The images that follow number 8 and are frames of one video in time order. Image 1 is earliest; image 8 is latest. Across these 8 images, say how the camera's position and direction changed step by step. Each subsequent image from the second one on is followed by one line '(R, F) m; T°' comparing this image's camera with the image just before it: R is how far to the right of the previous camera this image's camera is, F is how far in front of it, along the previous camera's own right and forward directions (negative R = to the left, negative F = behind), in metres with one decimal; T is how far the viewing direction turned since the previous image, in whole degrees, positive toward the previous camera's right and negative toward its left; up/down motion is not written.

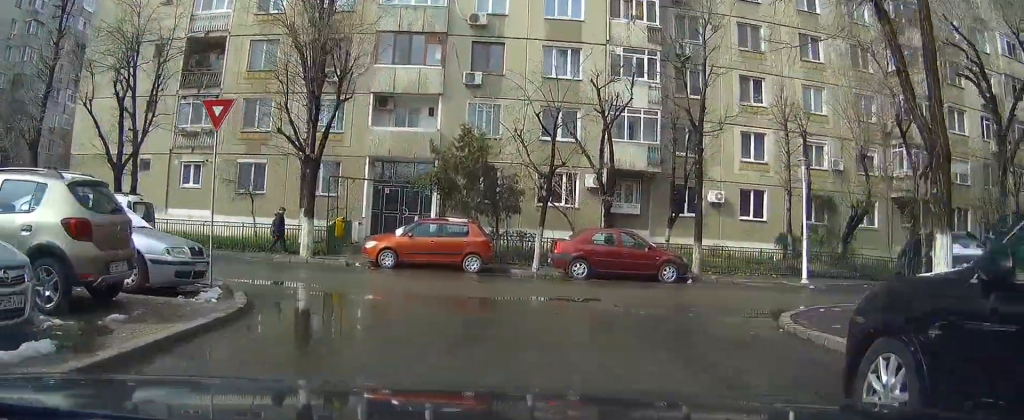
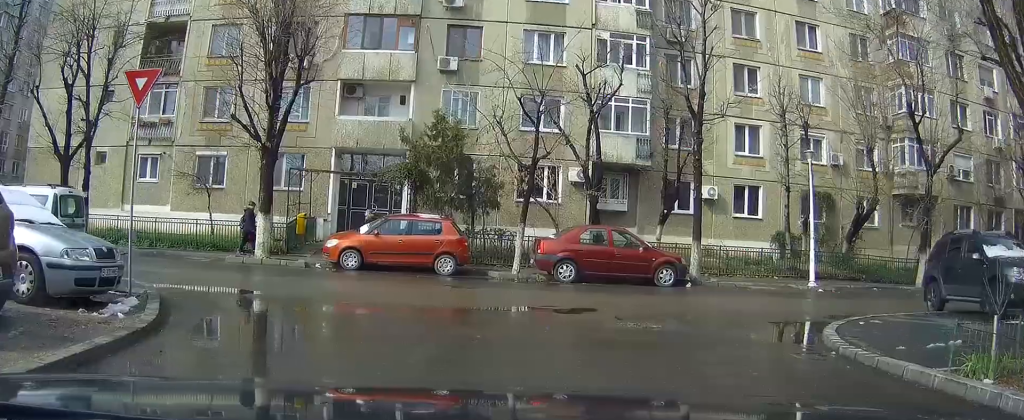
(+0.3, +2.4) m; +7°
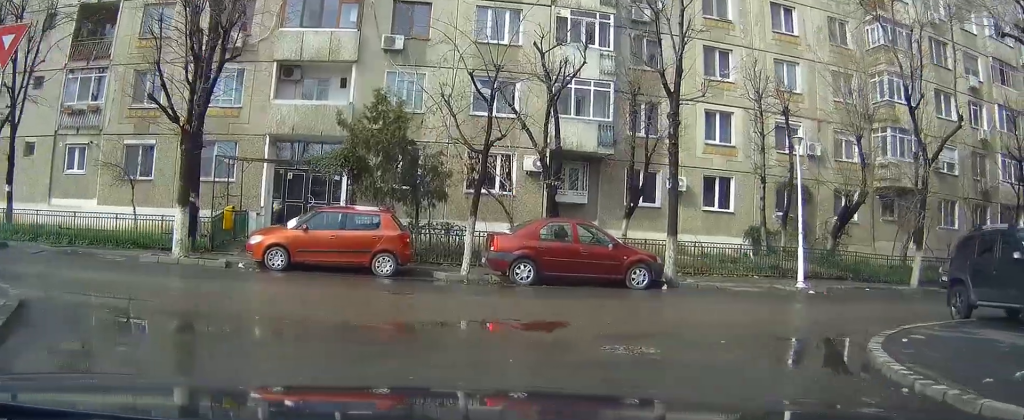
(+0.1, +2.8) m; +8°
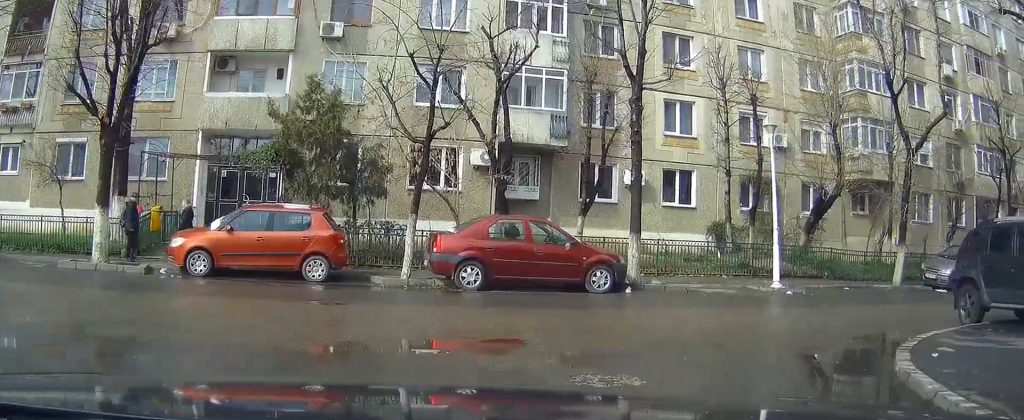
(+0.3, +1.6) m; +4°
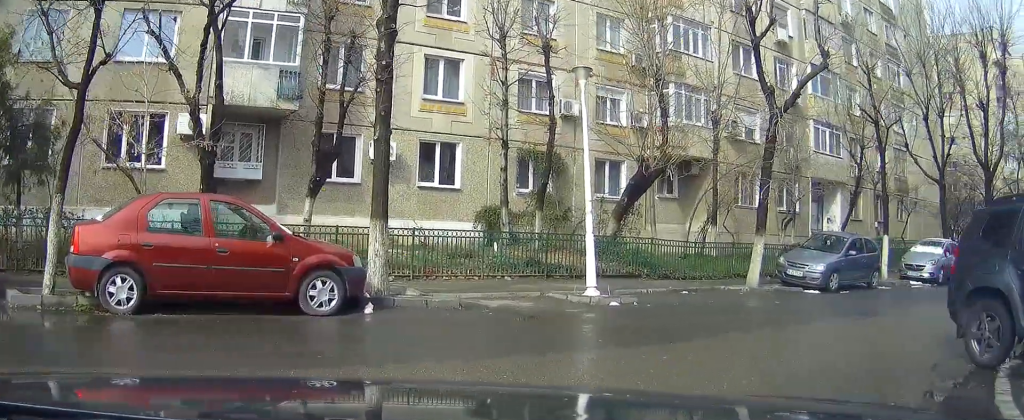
(+0.5, +5.0) m; +21°
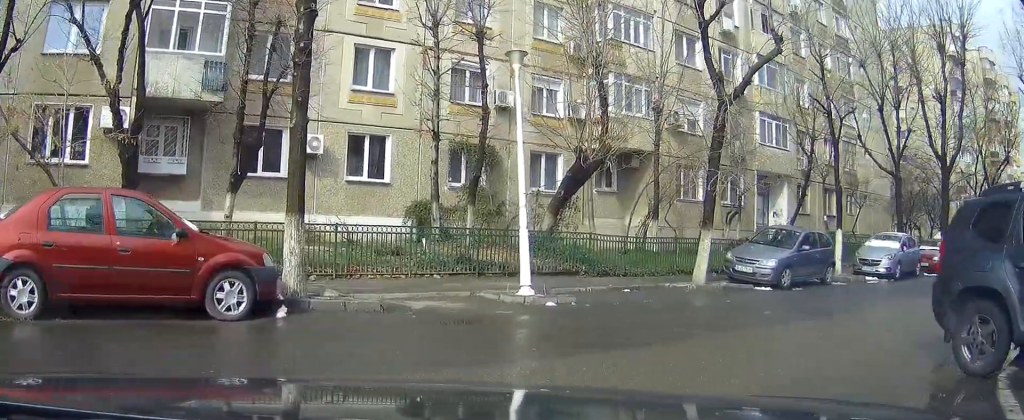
(0.0, +0.8) m; +9°
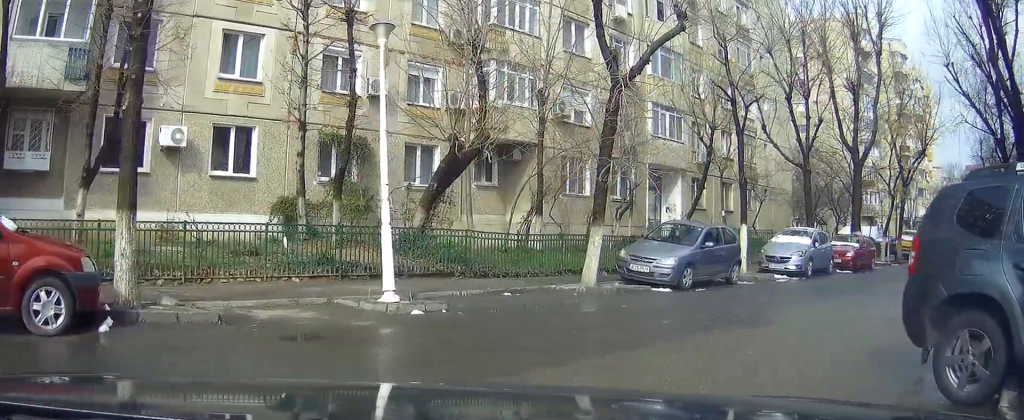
(+0.3, +1.5) m; +12°
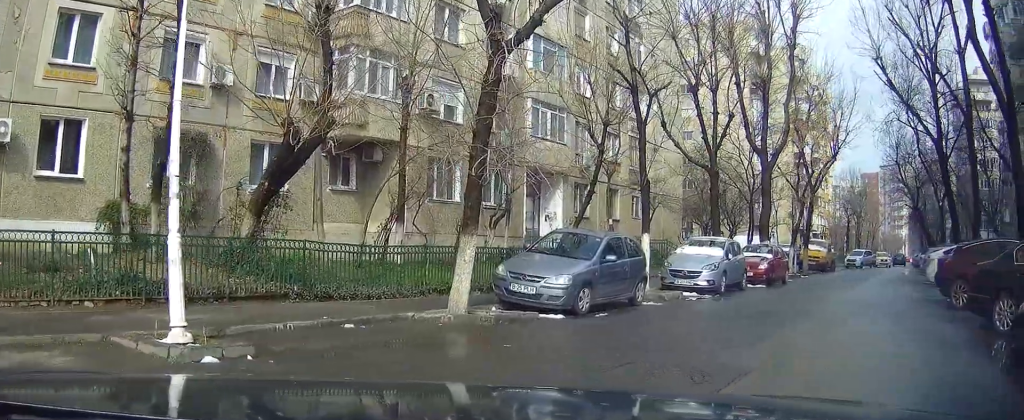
(+0.4, +3.6) m; +11°
